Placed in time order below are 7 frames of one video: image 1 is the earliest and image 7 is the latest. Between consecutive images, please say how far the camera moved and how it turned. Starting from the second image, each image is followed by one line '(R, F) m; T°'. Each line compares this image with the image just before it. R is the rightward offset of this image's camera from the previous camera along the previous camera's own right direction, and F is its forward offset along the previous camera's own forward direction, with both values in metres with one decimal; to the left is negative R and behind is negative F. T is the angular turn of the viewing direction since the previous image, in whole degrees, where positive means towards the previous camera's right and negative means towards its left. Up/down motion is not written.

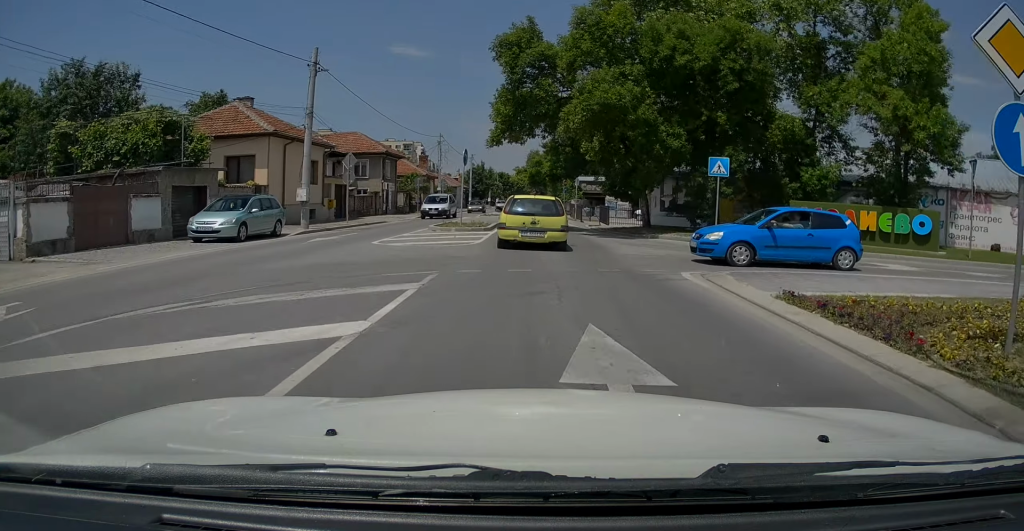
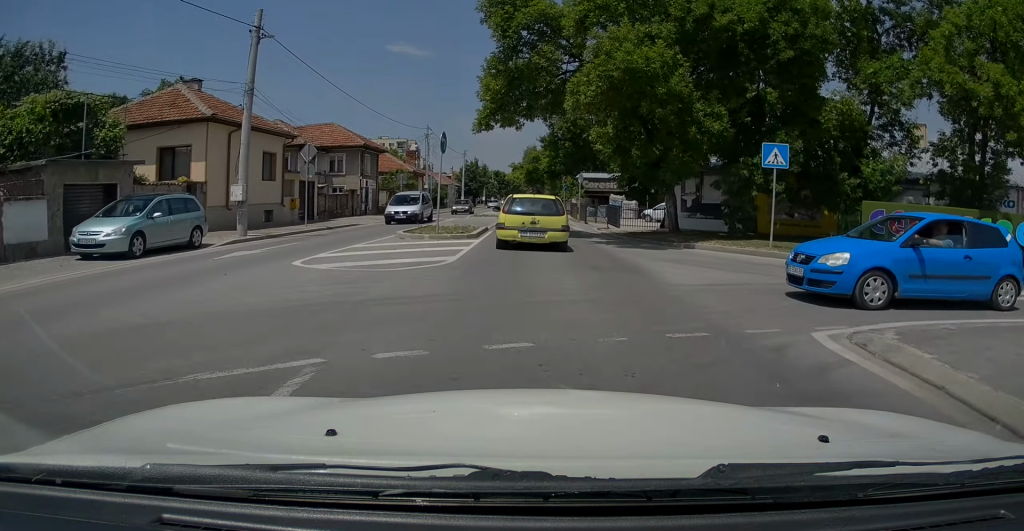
(0.0, +5.7) m; 0°
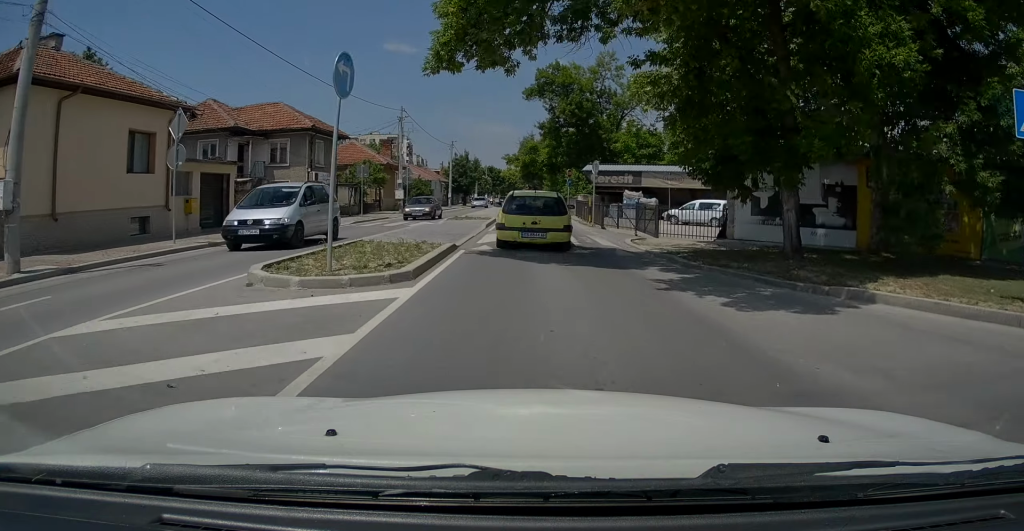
(-0.1, +10.3) m; 0°
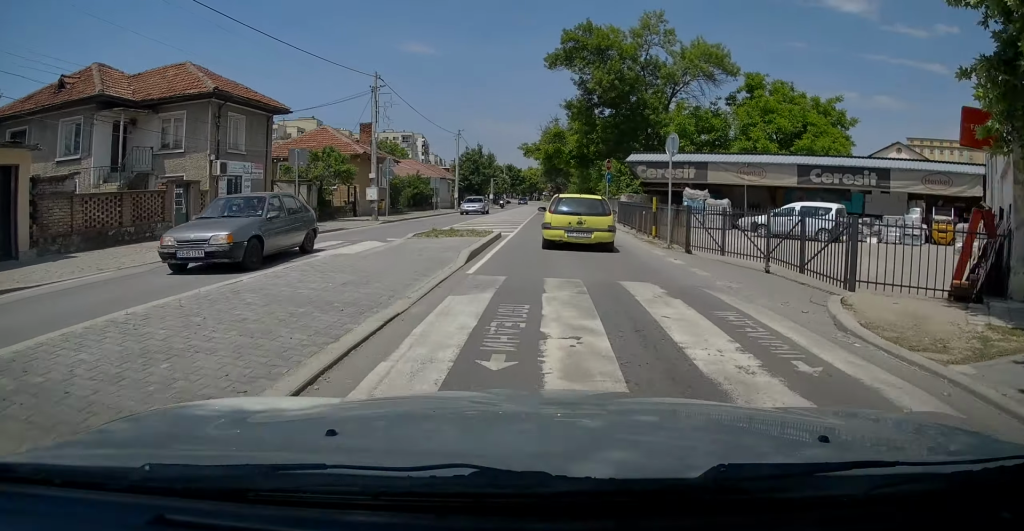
(+0.2, +13.2) m; +1°
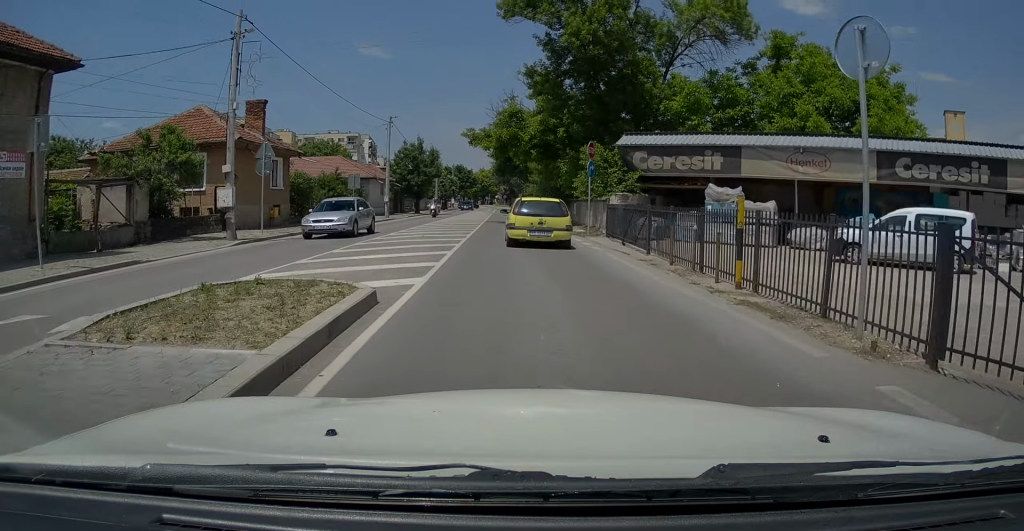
(+0.1, +11.9) m; +1°
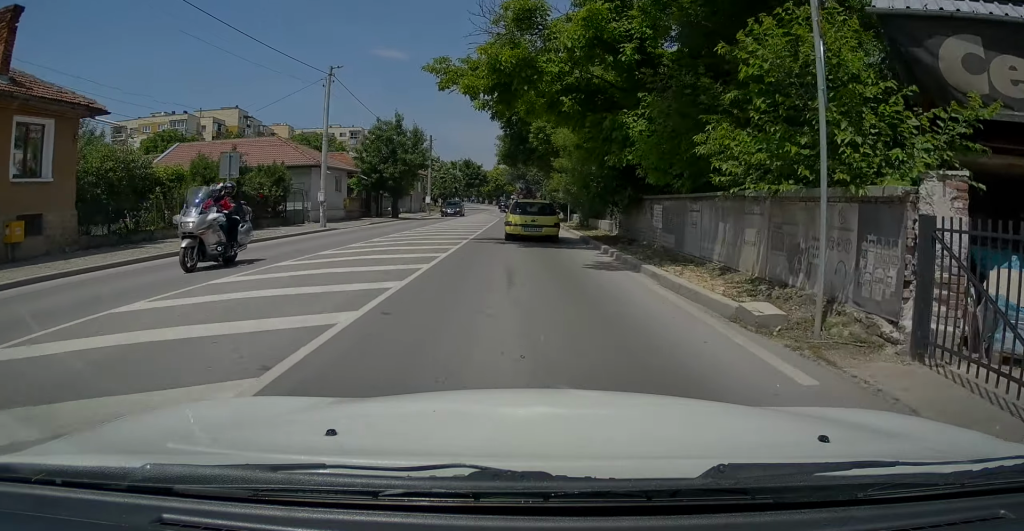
(-0.3, +17.8) m; -1°
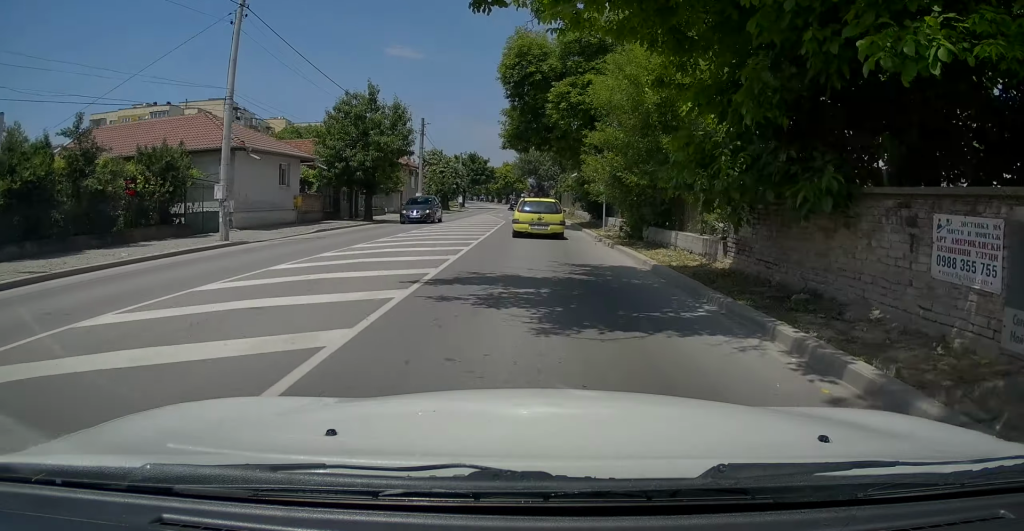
(+0.1, +10.7) m; 0°
